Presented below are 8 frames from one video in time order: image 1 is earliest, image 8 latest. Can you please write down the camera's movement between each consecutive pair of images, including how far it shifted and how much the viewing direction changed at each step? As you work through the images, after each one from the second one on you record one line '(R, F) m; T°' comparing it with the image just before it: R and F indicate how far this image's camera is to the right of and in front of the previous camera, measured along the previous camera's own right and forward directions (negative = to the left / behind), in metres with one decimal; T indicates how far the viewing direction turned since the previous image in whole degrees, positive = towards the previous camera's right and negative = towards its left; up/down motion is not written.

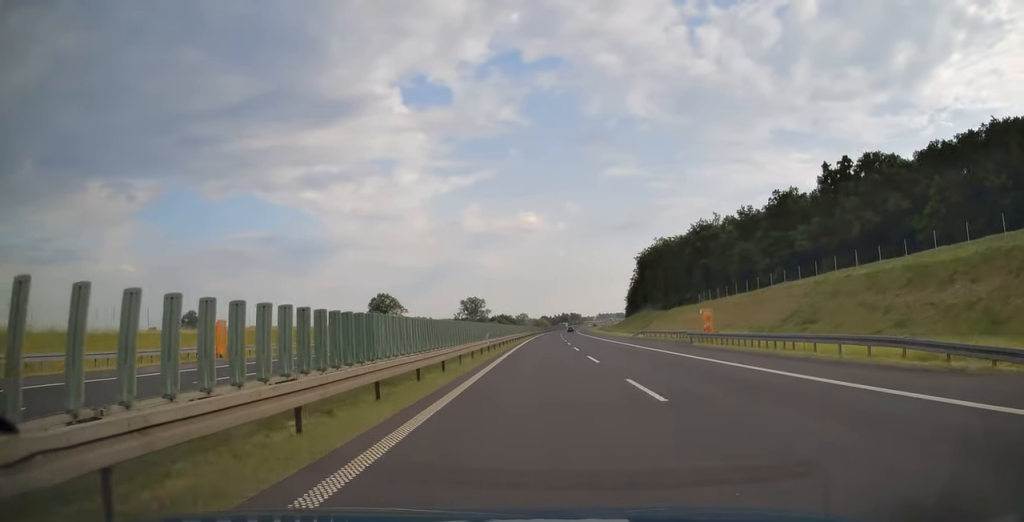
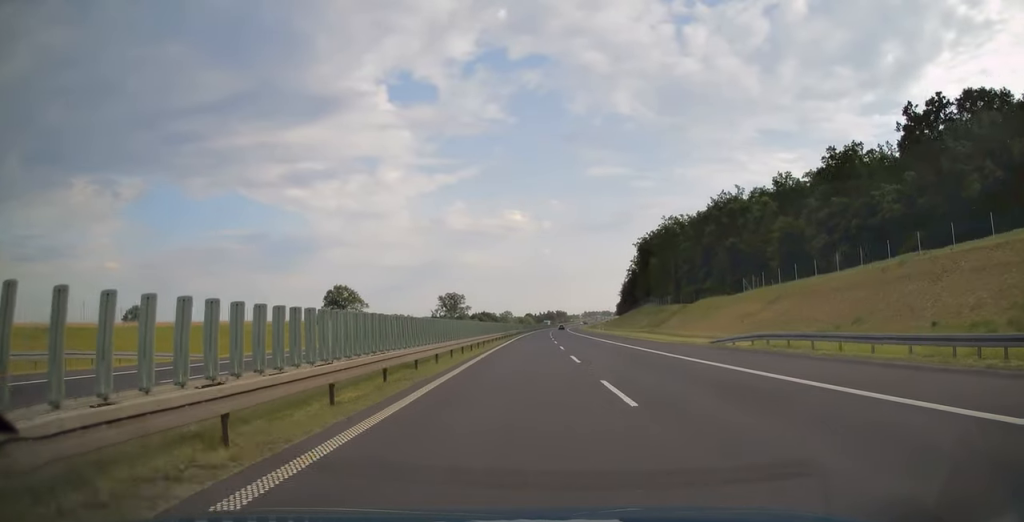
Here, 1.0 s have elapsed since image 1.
(+0.3, +36.9) m; +1°
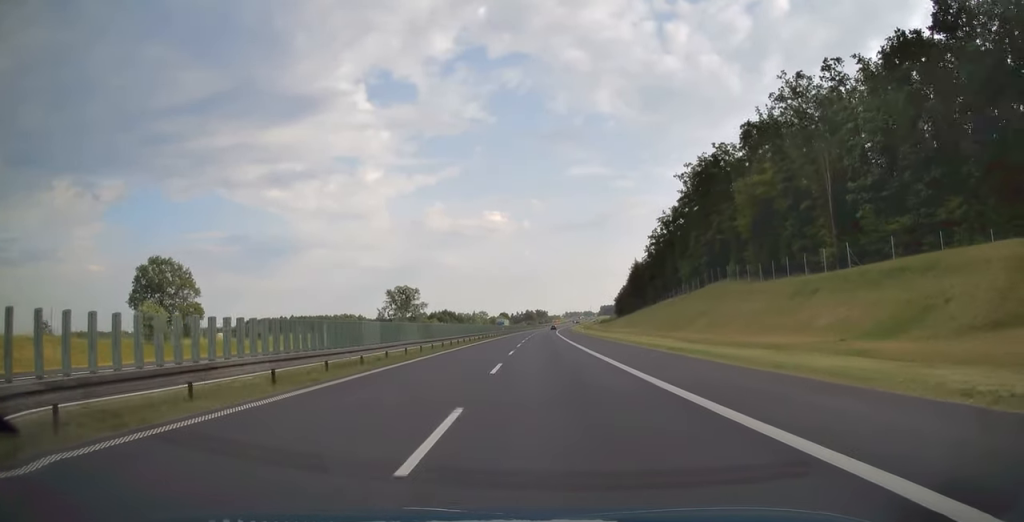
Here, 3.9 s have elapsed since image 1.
(+3.0, +100.8) m; +3°
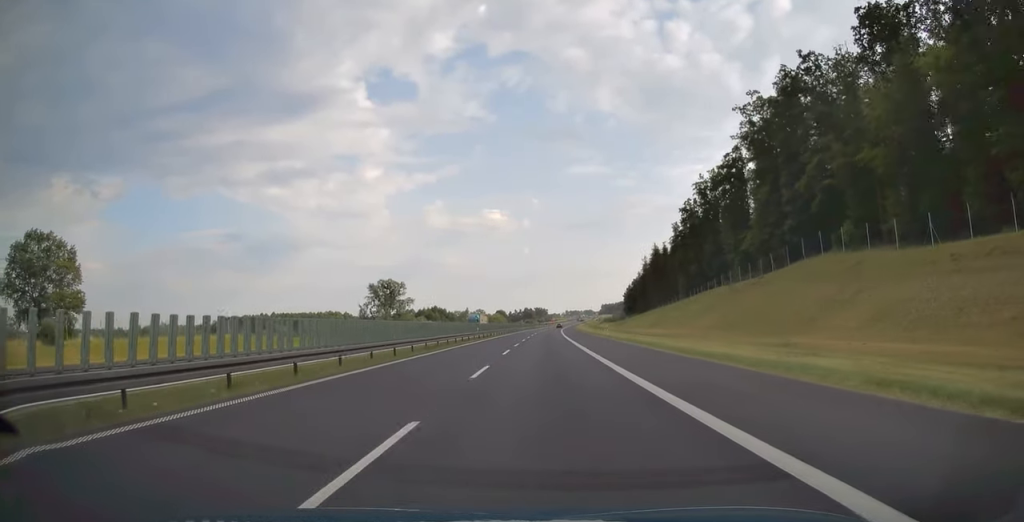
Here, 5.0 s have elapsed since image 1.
(+0.1, +38.2) m; 0°
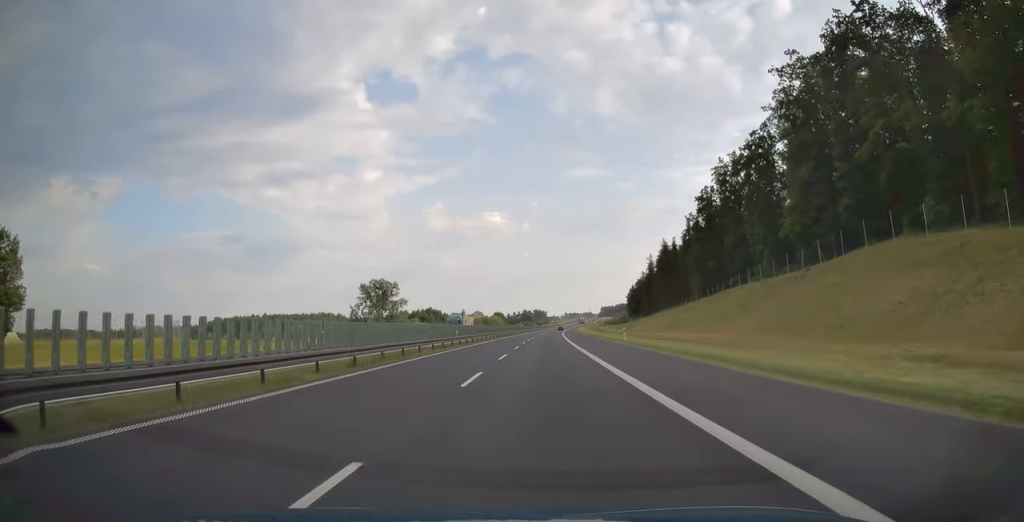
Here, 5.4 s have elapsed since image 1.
(0.0, +14.2) m; 0°
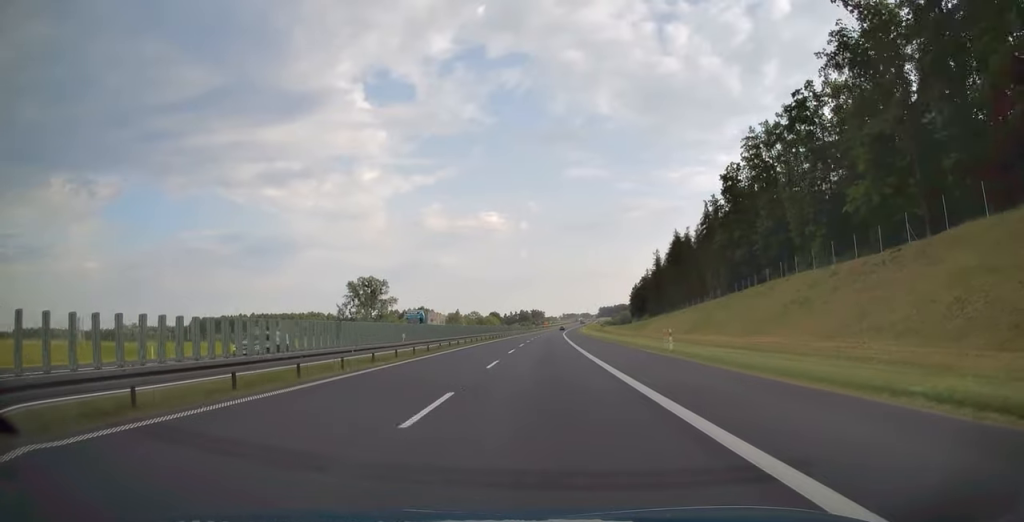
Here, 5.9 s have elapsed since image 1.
(0.0, +17.5) m; 0°
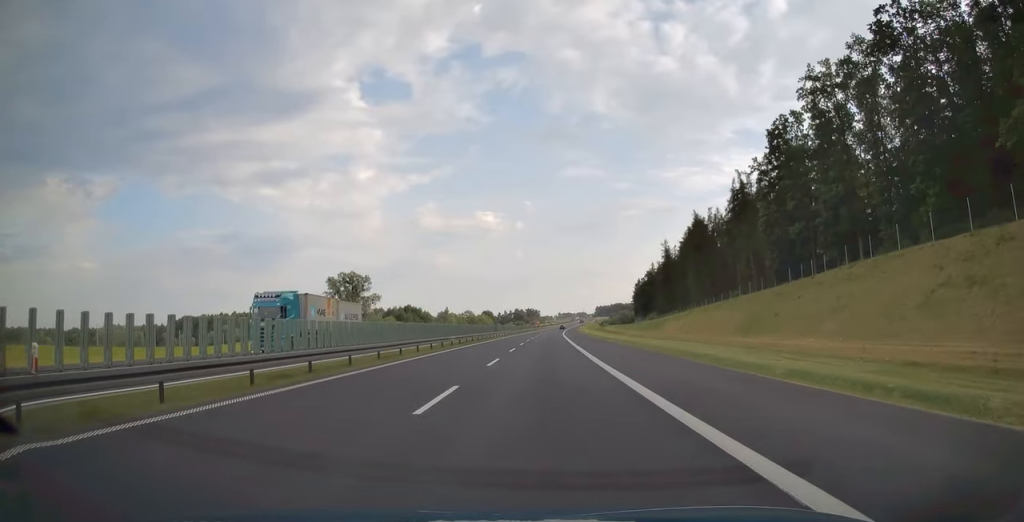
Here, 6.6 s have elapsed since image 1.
(0.0, +23.0) m; 0°
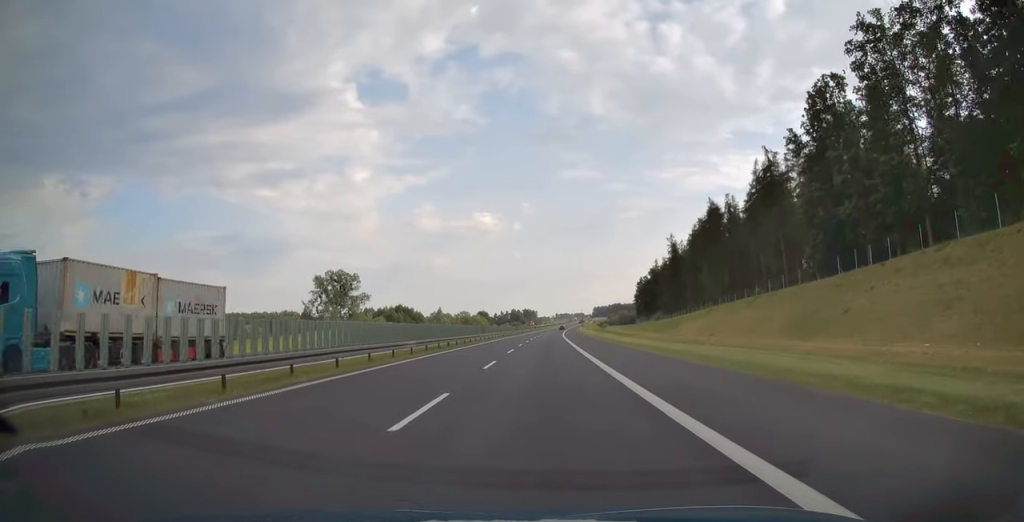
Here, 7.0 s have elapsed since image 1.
(0.0, +13.4) m; 0°
